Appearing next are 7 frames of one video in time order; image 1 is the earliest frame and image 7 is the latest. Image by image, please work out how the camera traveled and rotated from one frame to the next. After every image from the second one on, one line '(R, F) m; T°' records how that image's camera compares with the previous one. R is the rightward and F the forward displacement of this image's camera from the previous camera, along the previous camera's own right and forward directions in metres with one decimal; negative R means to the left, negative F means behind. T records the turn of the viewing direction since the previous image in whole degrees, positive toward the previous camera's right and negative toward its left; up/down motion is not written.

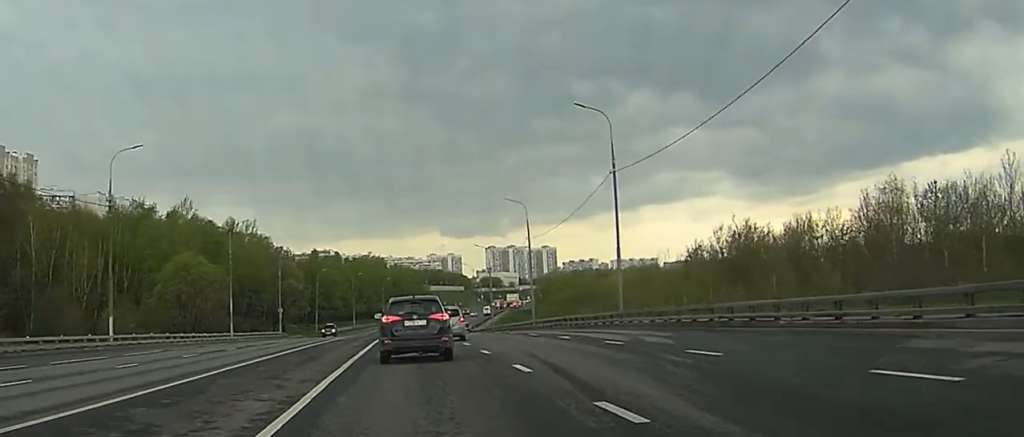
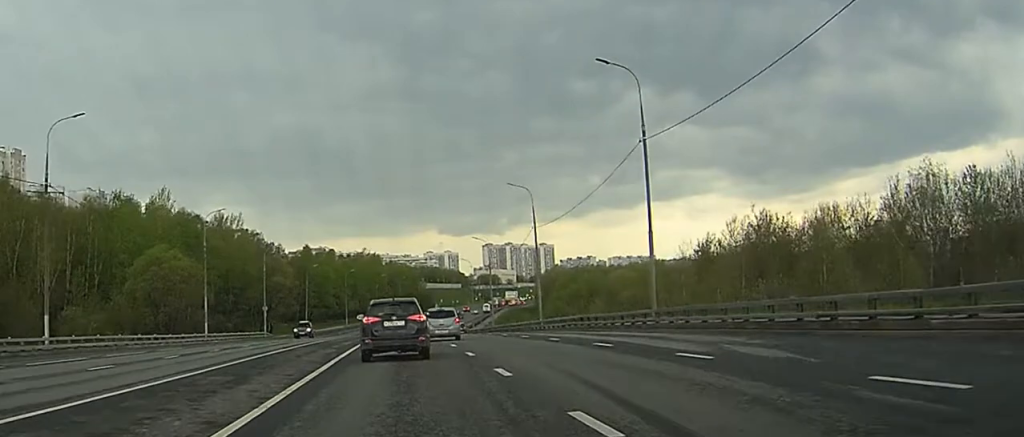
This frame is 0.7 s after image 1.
(0.0, +8.3) m; -1°
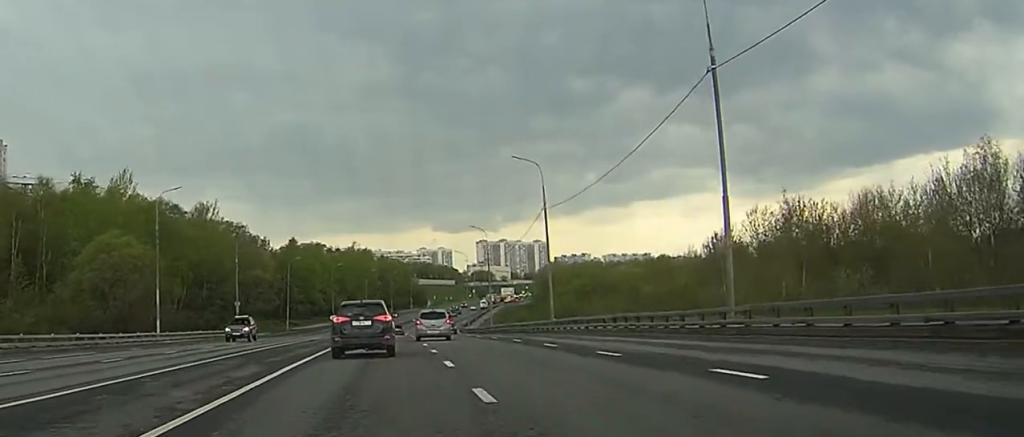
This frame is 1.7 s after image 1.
(-0.1, +11.5) m; -1°
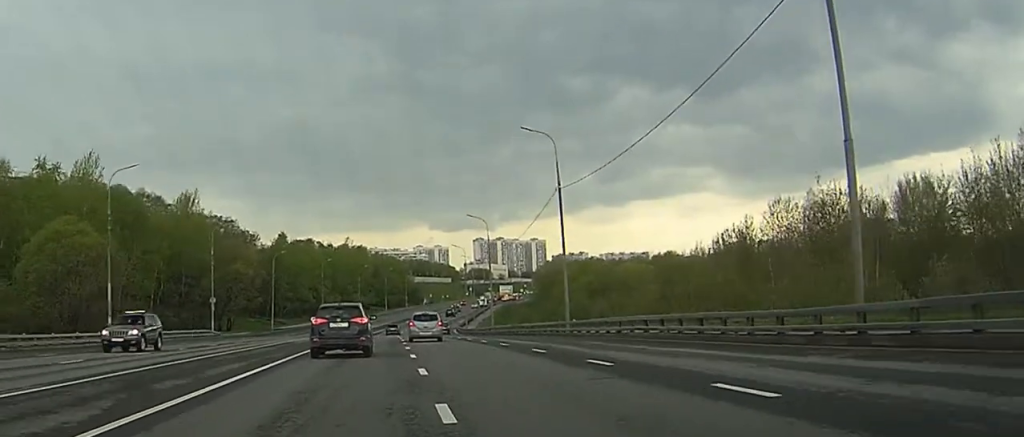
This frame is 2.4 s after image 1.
(0.0, +9.3) m; 0°
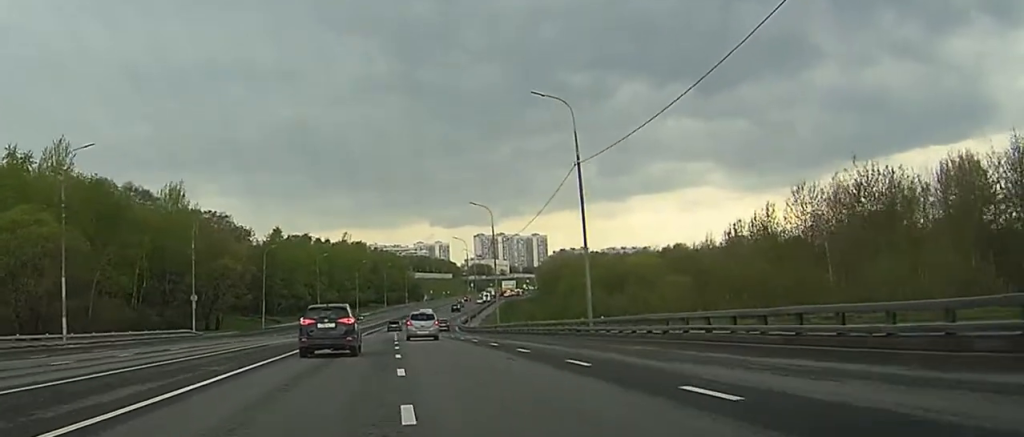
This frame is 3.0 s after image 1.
(0.0, +7.5) m; 0°
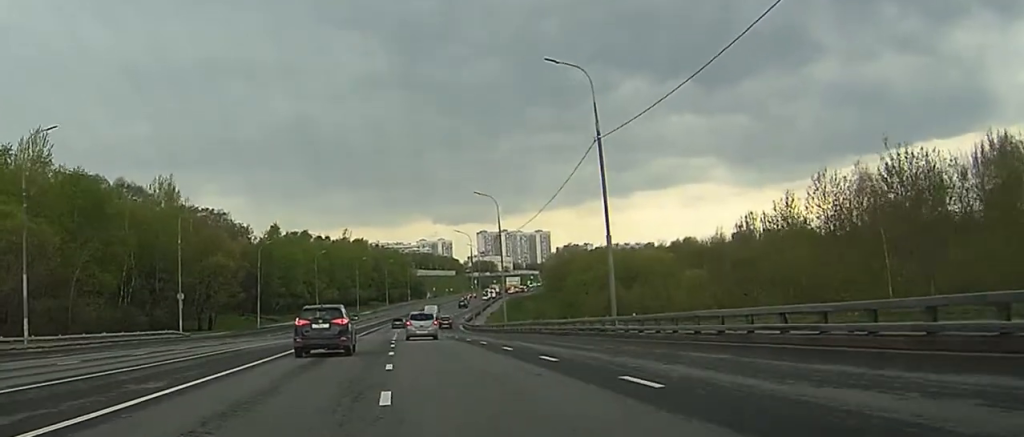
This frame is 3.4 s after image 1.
(0.0, +5.3) m; 0°
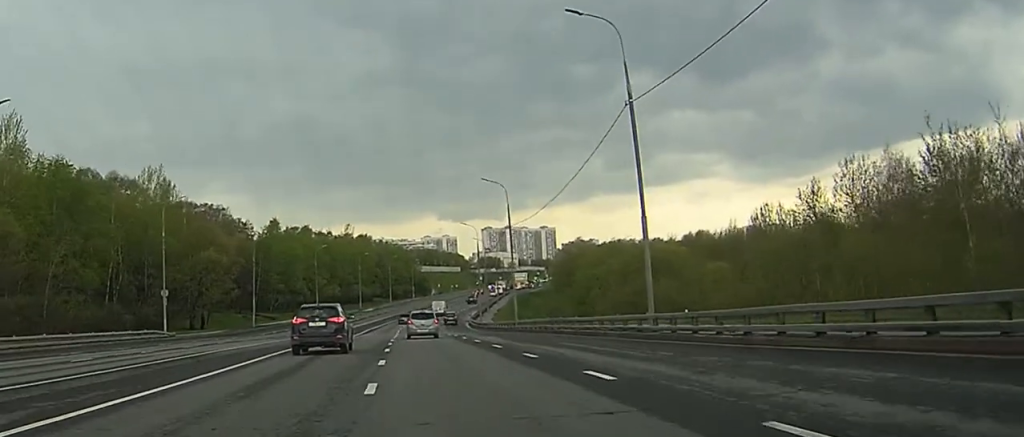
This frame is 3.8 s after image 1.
(0.0, +6.0) m; 0°
